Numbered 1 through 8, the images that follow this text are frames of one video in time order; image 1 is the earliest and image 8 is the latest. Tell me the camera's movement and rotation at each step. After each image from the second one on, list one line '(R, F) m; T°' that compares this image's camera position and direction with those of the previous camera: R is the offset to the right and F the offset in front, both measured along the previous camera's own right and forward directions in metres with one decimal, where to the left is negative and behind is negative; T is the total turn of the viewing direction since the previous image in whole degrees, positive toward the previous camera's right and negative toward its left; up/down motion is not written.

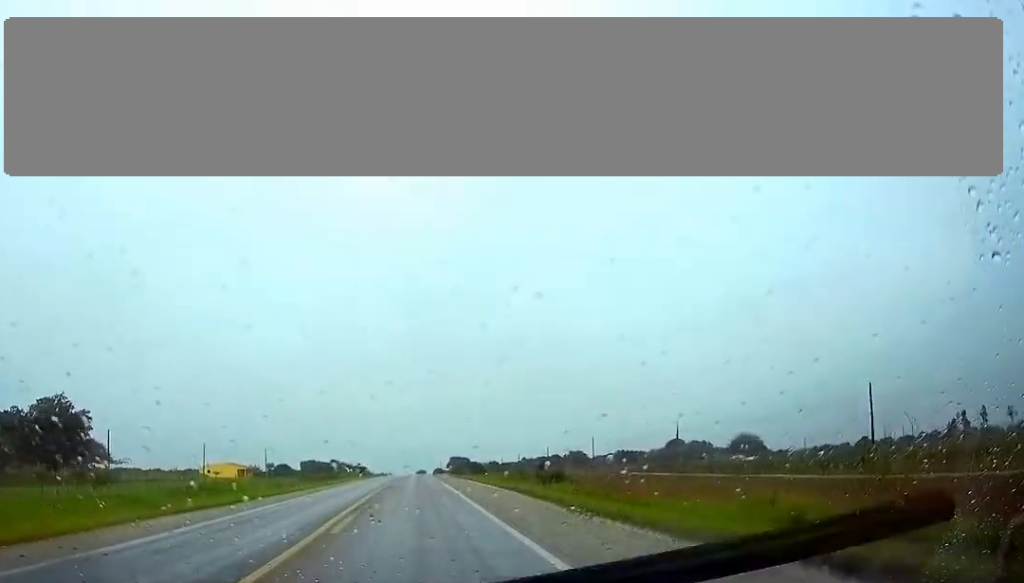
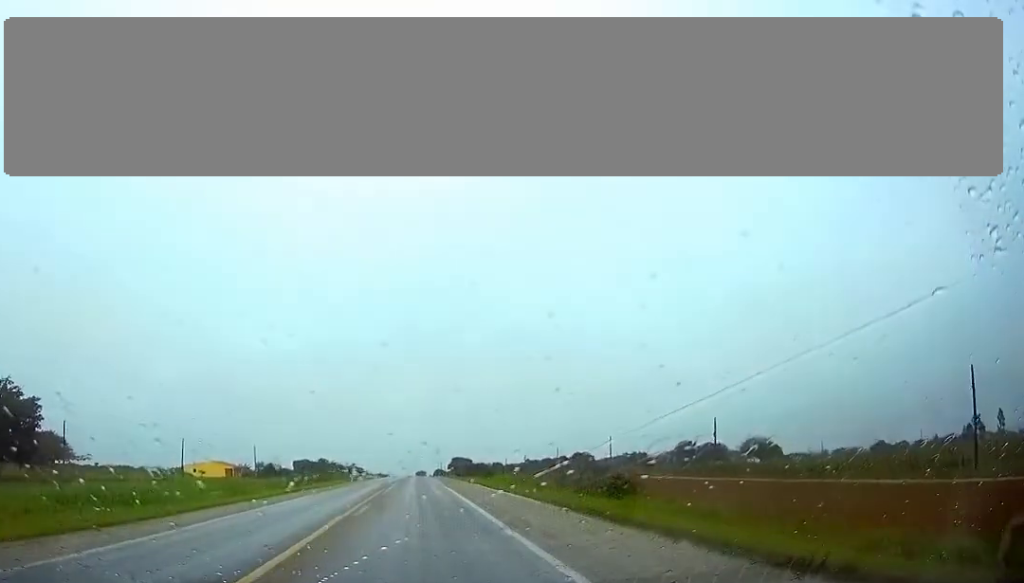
(0.0, +13.9) m; 0°
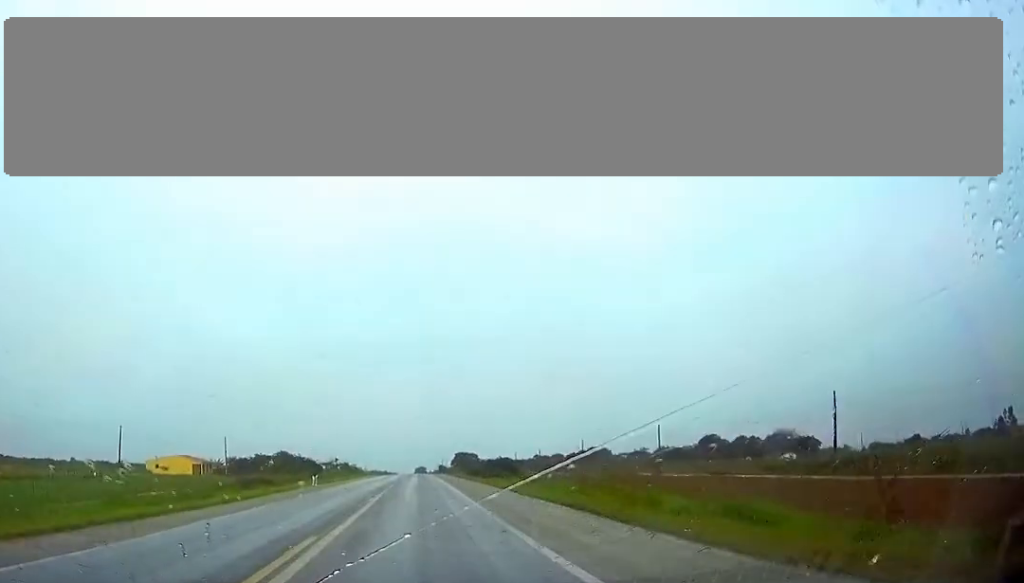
(+0.1, +29.2) m; 0°
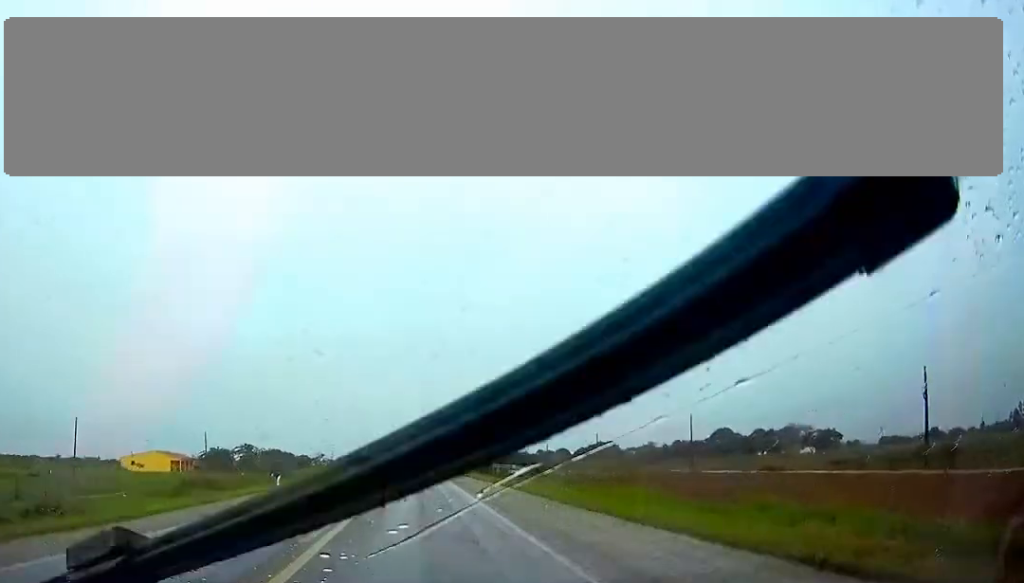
(0.0, +14.3) m; 0°
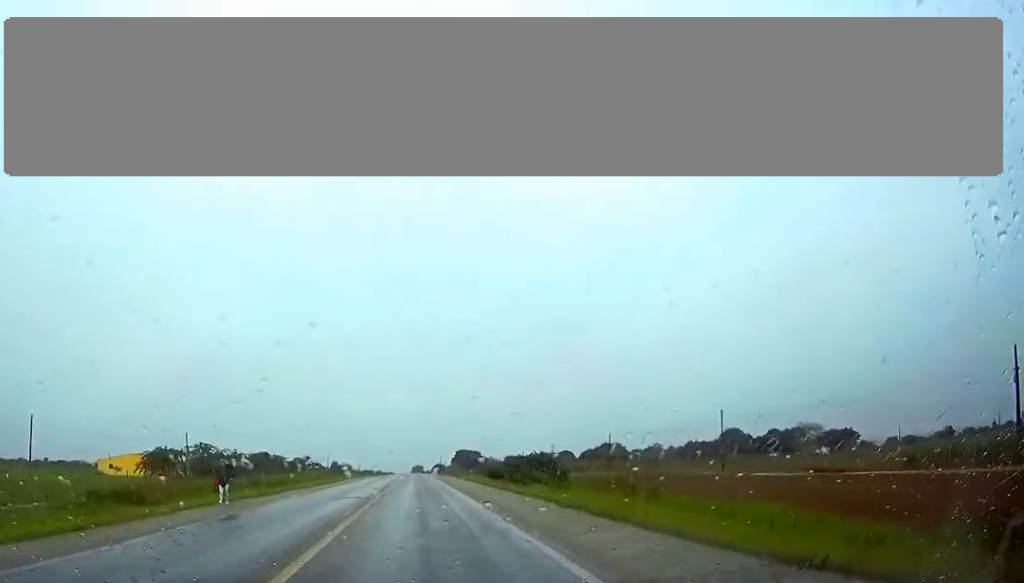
(0.0, +11.2) m; 0°
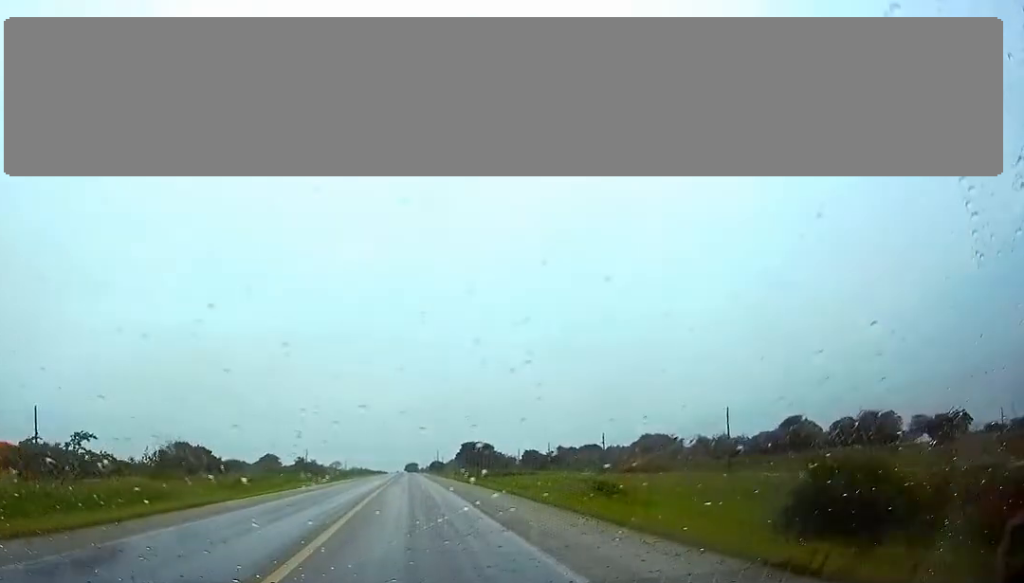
(+0.1, +55.7) m; 0°
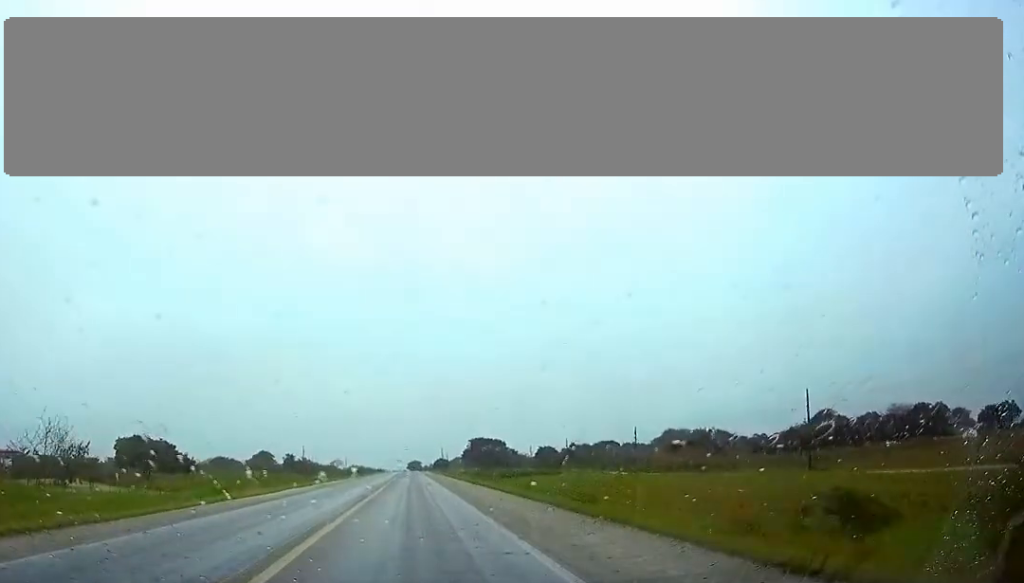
(+0.1, +17.9) m; 0°
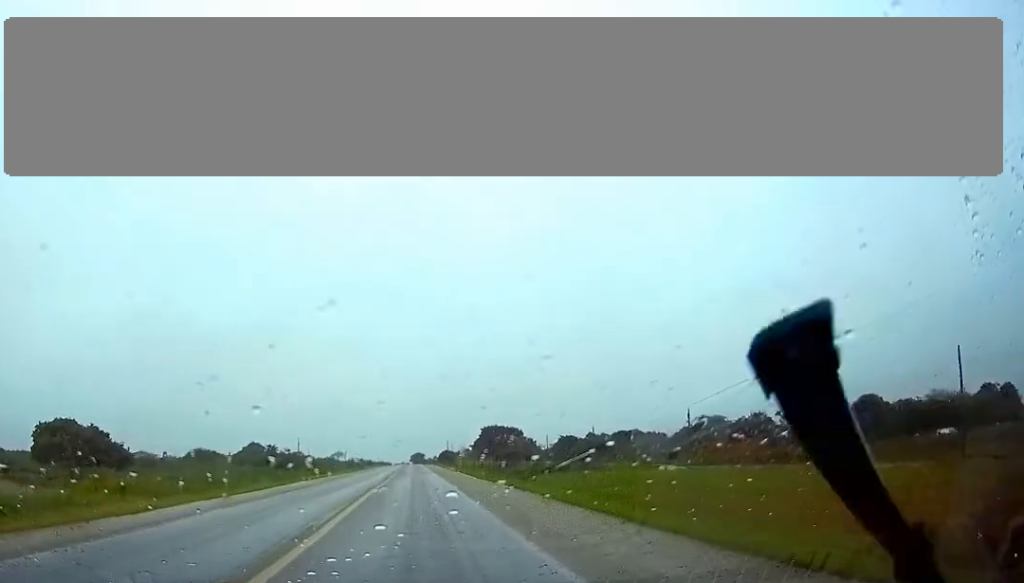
(0.0, +22.0) m; 0°
